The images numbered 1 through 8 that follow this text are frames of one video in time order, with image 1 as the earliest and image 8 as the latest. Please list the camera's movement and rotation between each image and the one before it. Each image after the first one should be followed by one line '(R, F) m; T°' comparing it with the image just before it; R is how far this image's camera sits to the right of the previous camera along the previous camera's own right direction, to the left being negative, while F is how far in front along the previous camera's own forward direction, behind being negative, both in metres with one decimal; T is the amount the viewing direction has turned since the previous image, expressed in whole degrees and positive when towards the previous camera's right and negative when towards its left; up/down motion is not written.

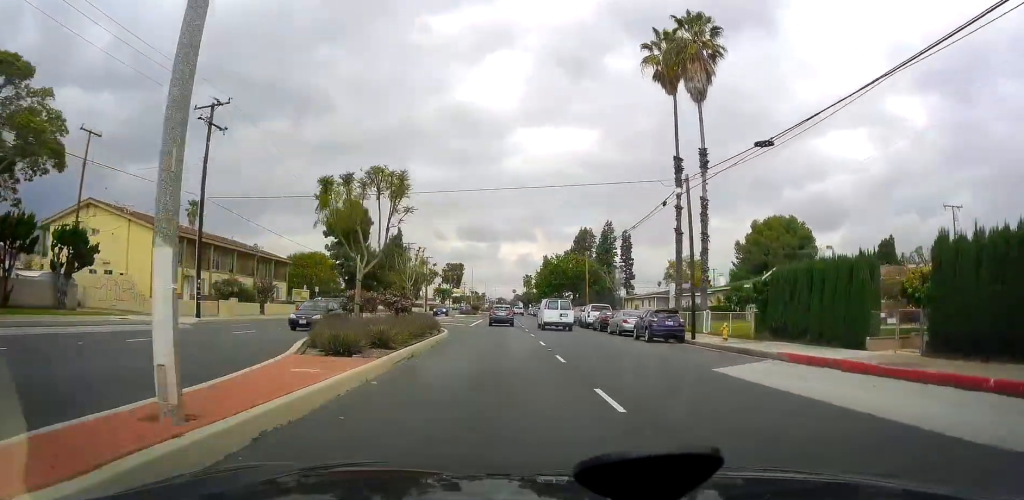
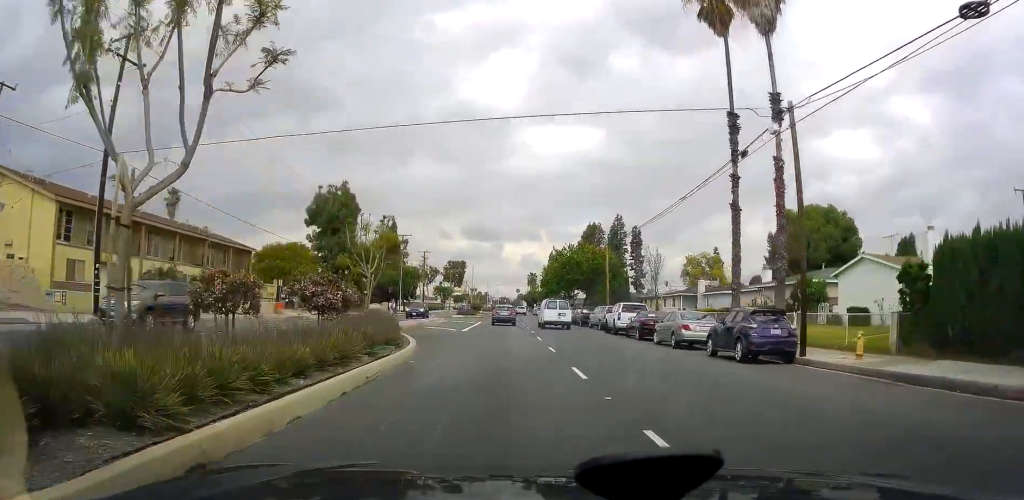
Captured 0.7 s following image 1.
(0.0, +11.1) m; 0°
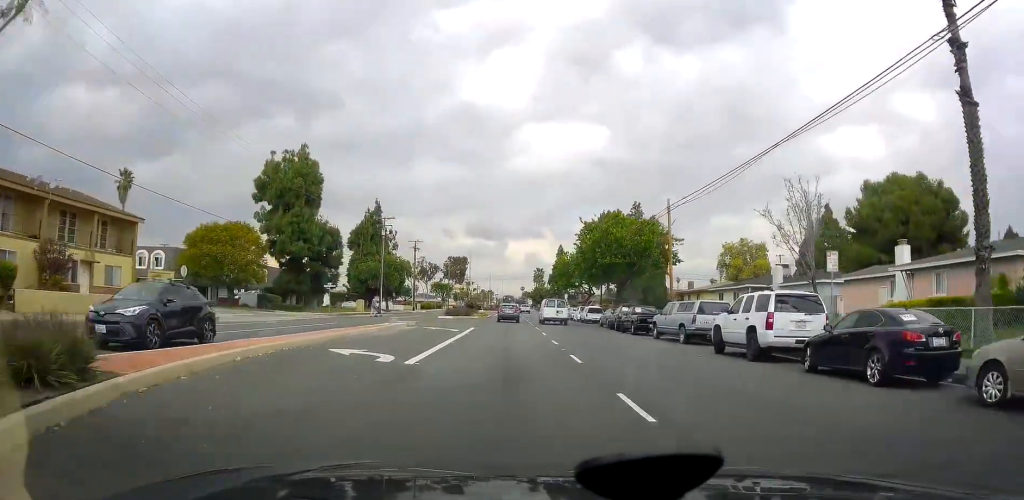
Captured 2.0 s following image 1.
(+0.3, +20.0) m; +3°
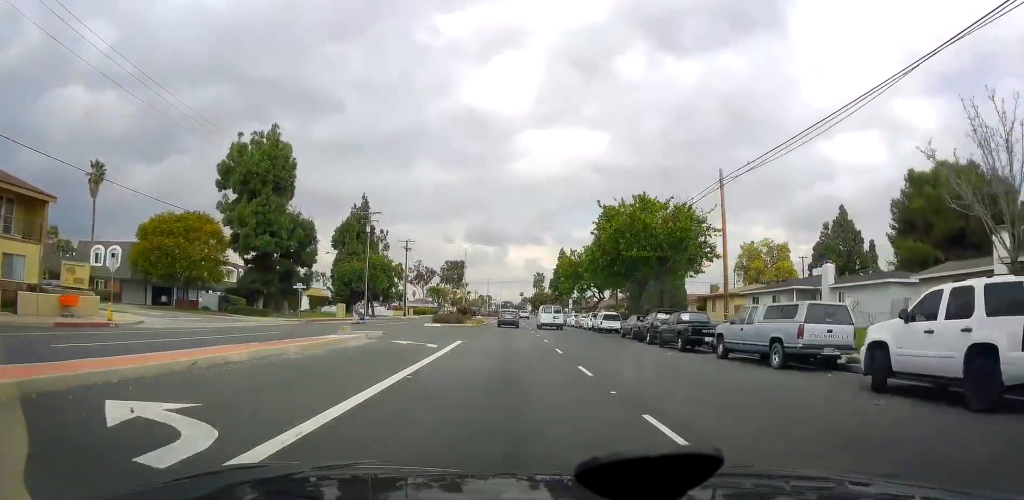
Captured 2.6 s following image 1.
(+0.6, +9.0) m; -2°
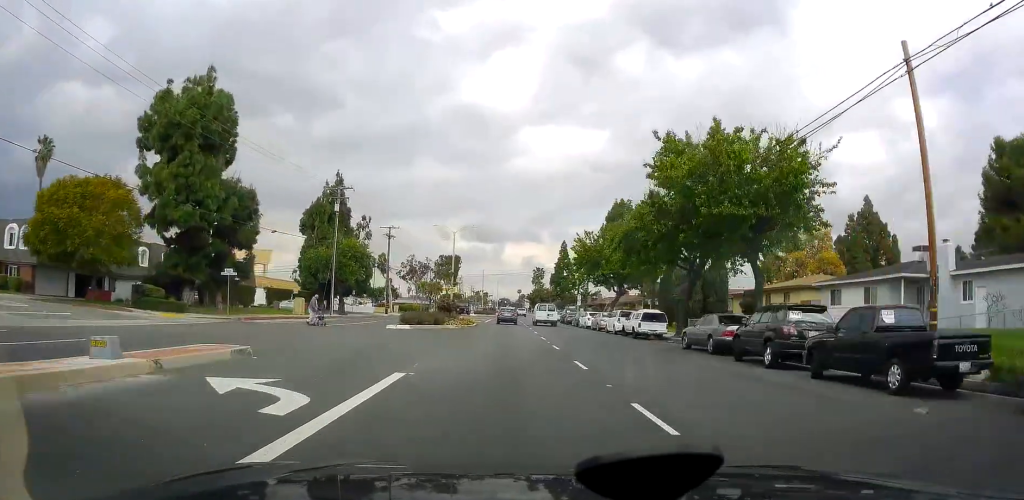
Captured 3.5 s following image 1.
(-1.0, +13.8) m; -3°
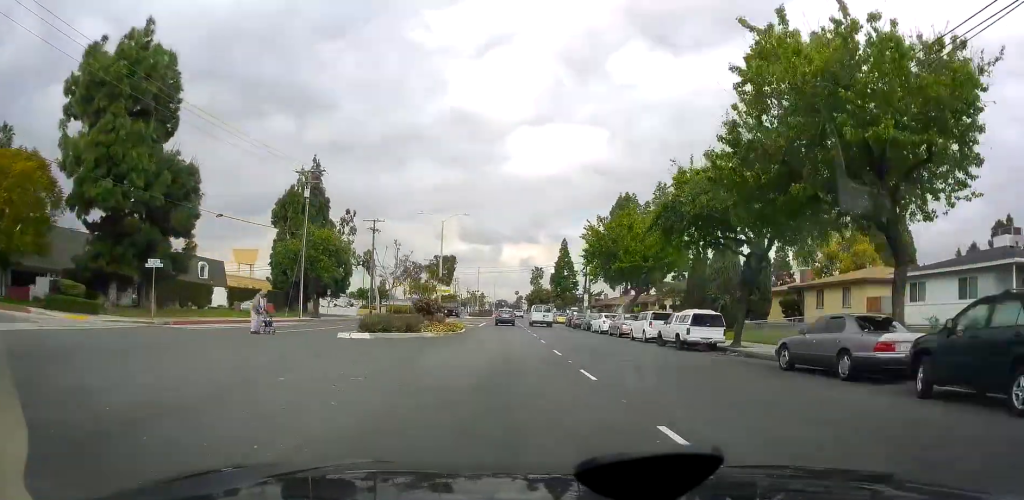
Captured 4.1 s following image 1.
(-0.2, +9.0) m; 0°
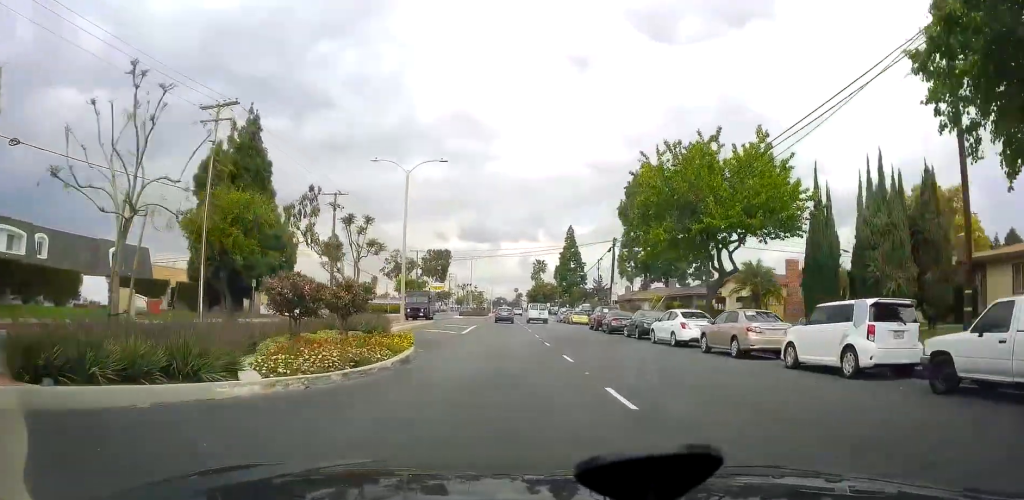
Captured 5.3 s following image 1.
(+0.7, +18.3) m; +2°
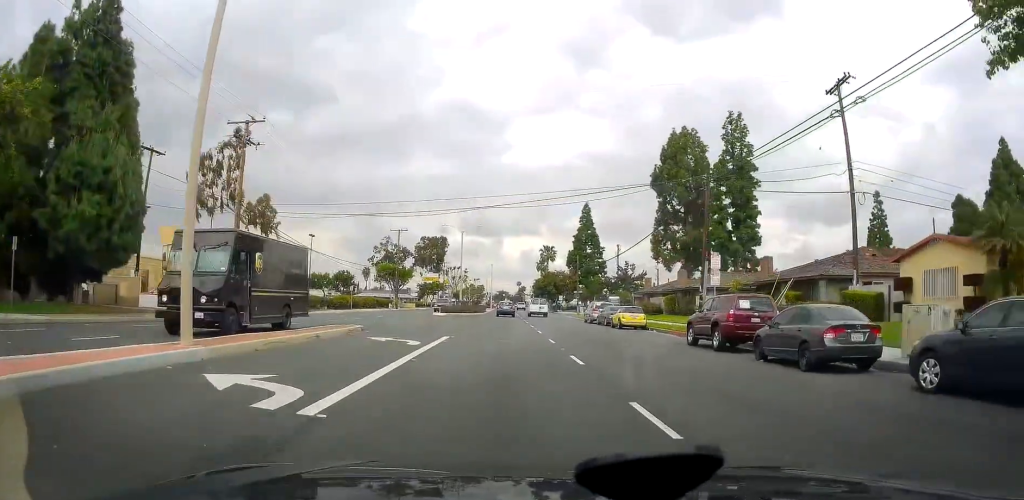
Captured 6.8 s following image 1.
(0.0, +23.7) m; 0°
